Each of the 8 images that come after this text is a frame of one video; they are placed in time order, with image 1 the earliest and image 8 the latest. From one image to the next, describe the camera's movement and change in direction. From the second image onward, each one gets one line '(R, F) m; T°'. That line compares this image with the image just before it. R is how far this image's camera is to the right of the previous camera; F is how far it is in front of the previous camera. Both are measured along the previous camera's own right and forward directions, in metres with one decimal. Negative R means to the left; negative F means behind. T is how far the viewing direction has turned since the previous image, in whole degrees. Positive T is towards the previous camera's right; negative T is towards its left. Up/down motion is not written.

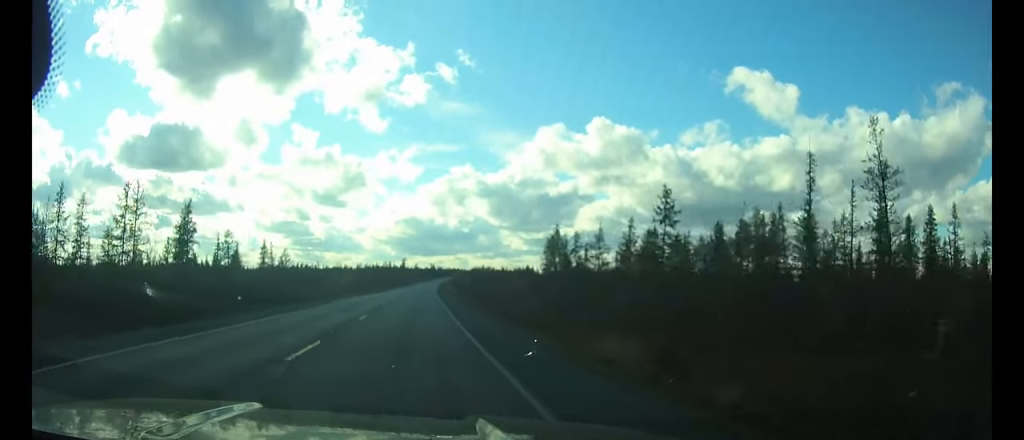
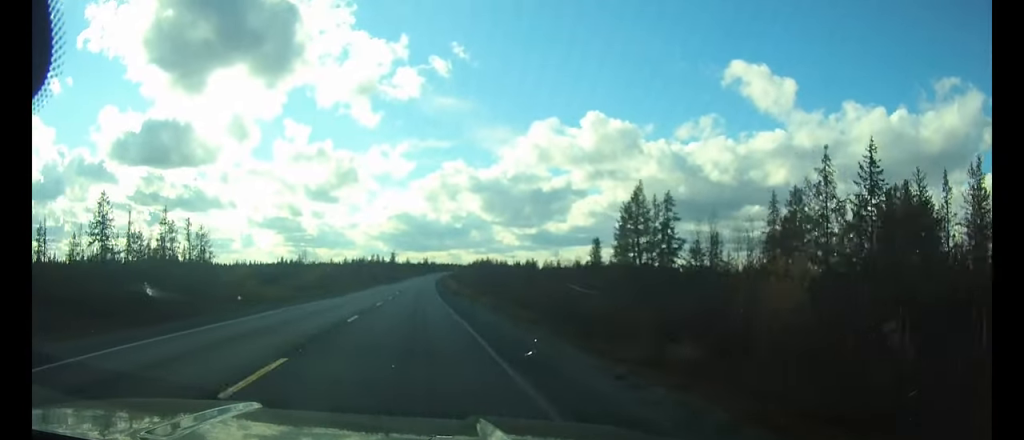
(+0.1, +37.8) m; 0°
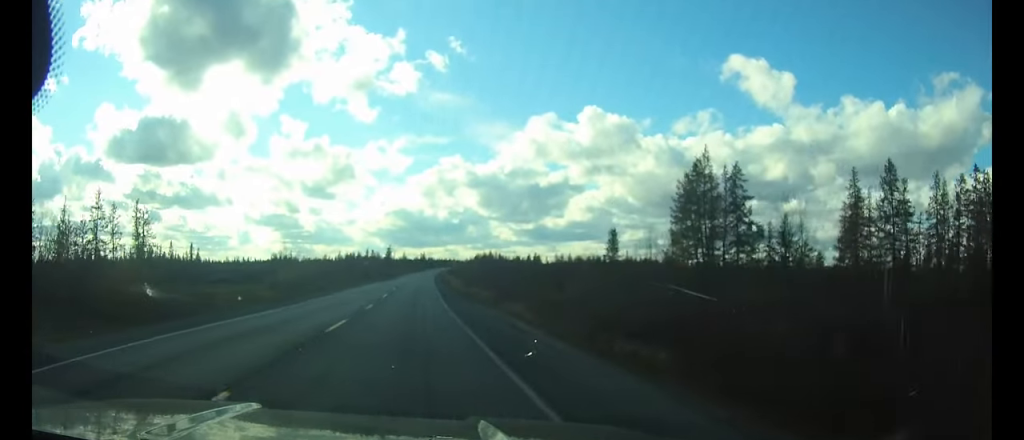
(0.0, +14.2) m; 0°
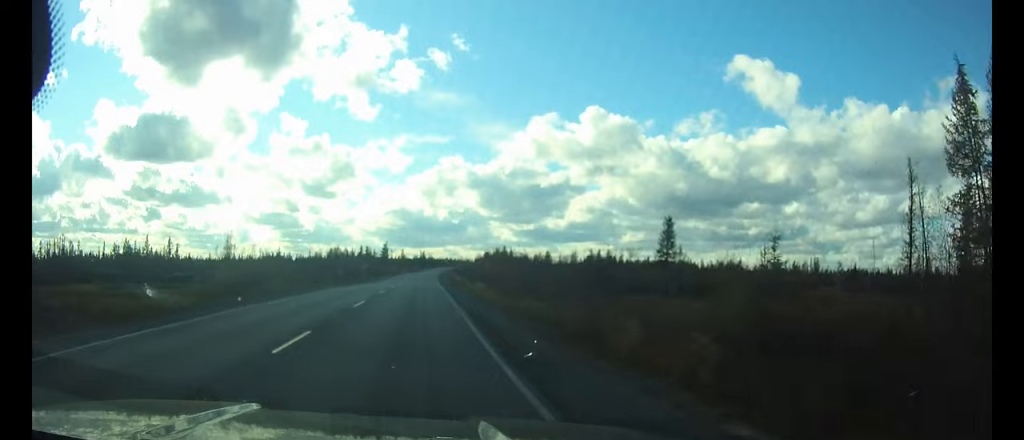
(+0.1, +28.8) m; 0°
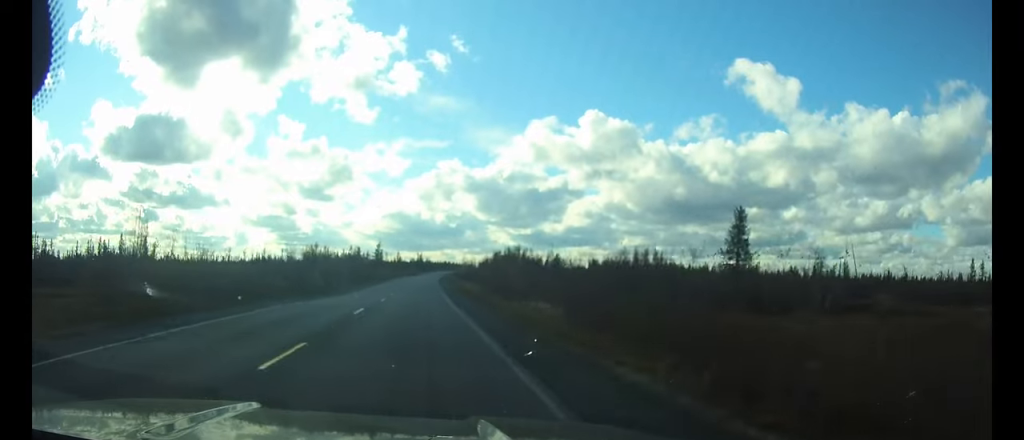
(0.0, +25.6) m; 0°
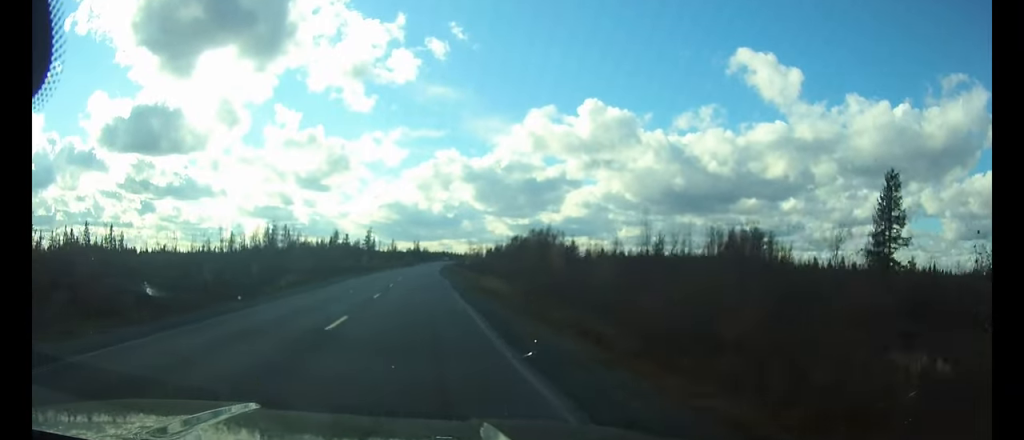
(+0.1, +30.5) m; 0°
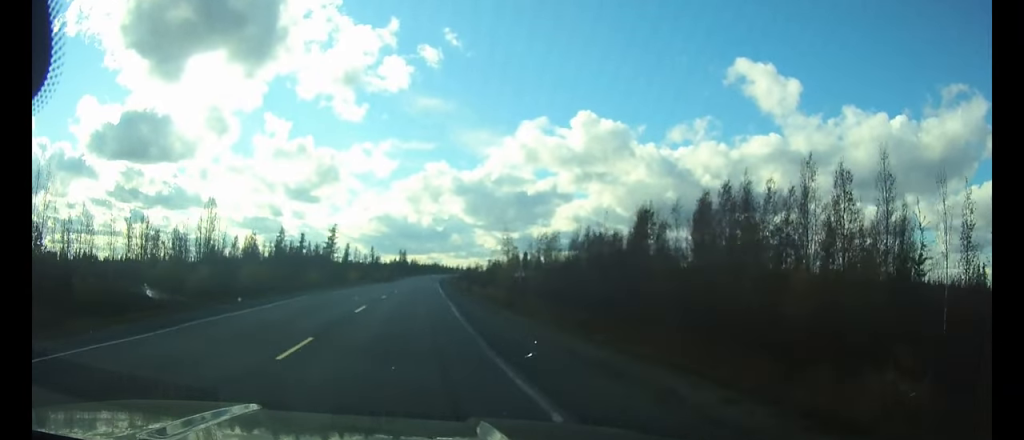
(+0.6, +63.8) m; +1°
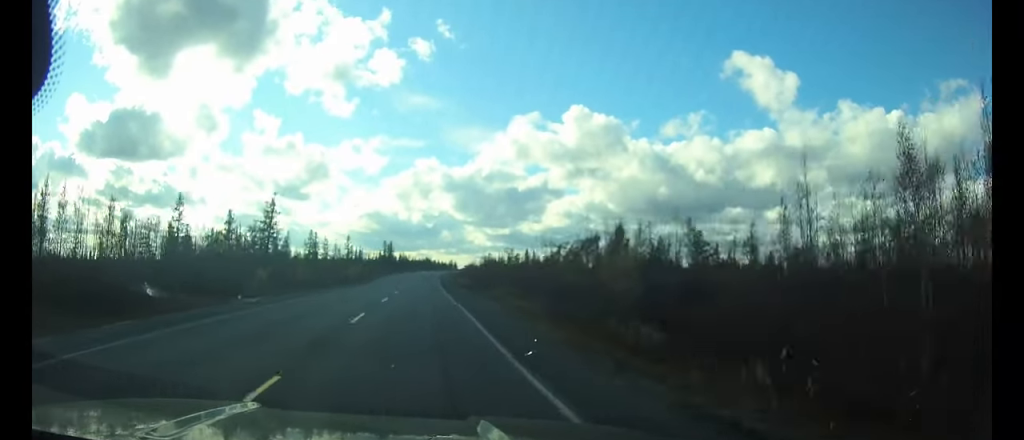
(+0.4, +50.8) m; +1°
